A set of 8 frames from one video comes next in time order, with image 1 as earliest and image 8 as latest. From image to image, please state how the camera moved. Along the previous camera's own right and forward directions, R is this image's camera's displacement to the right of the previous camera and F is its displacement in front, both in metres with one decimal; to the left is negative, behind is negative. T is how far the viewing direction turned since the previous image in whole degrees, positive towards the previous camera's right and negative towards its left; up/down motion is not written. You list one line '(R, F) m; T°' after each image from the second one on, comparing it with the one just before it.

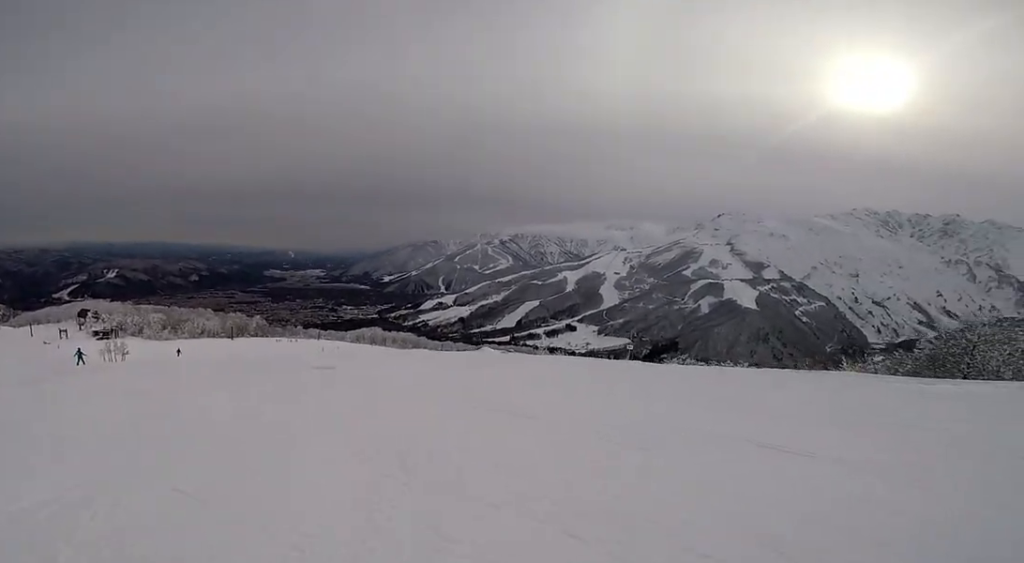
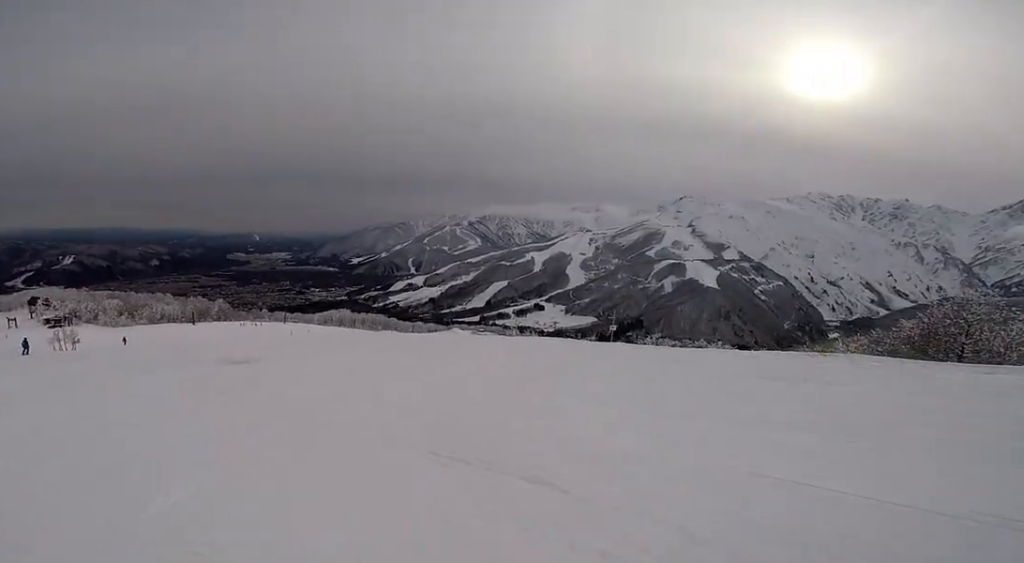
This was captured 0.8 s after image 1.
(+1.0, +4.0) m; +8°
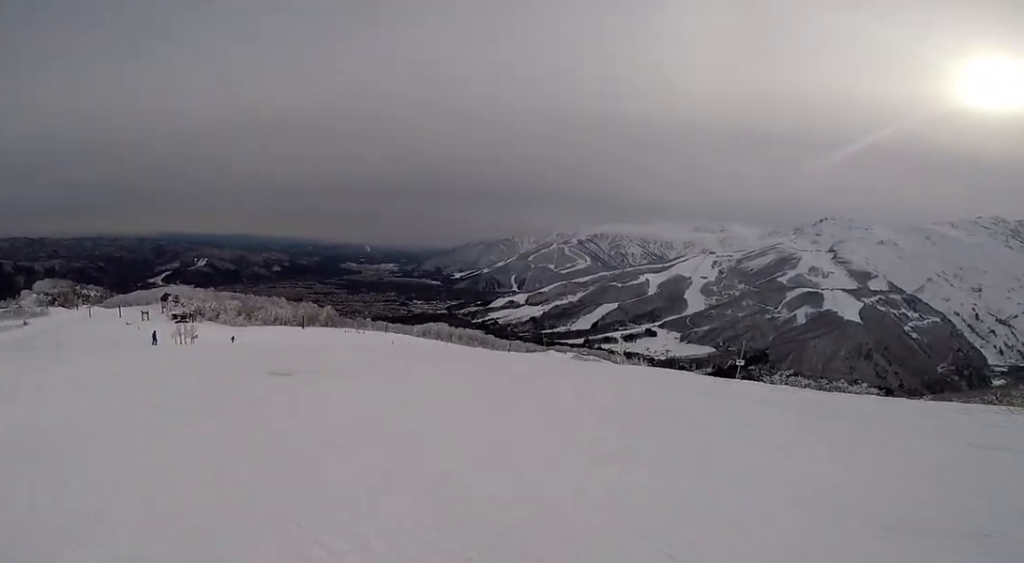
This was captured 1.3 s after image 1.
(-0.2, +2.9) m; -8°
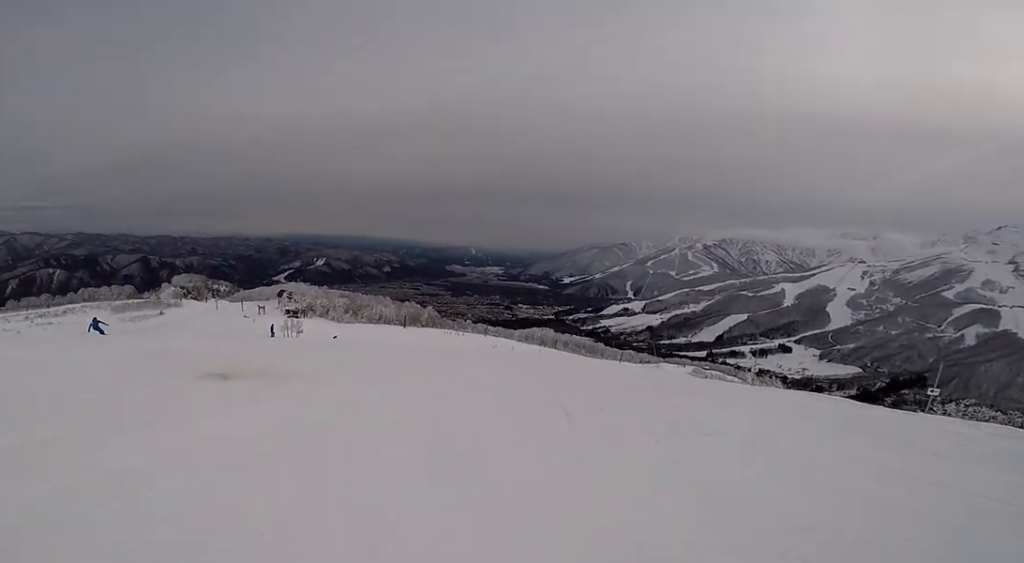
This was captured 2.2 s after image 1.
(-0.5, +4.6) m; -17°
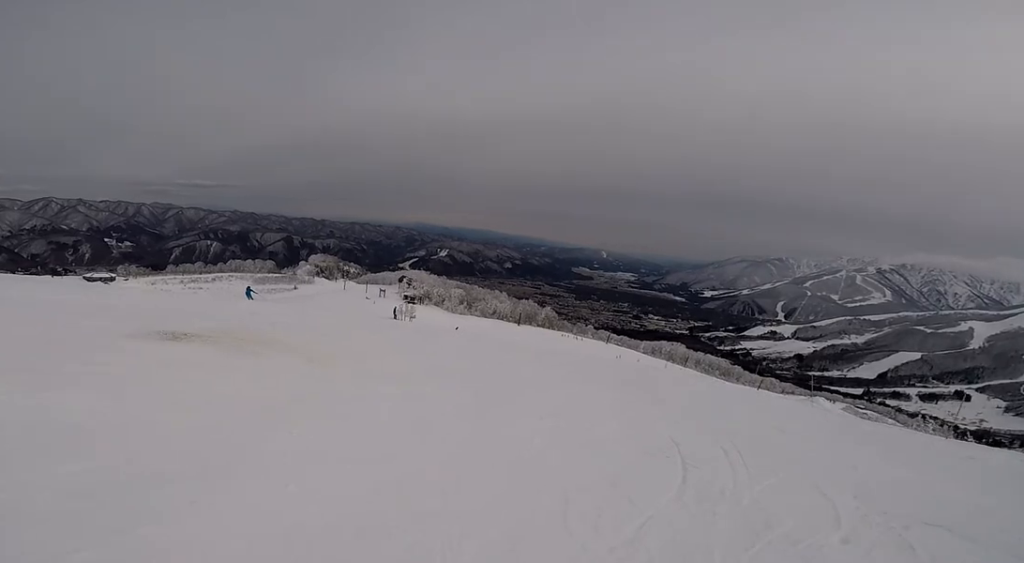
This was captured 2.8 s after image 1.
(0.0, +3.0) m; -14°
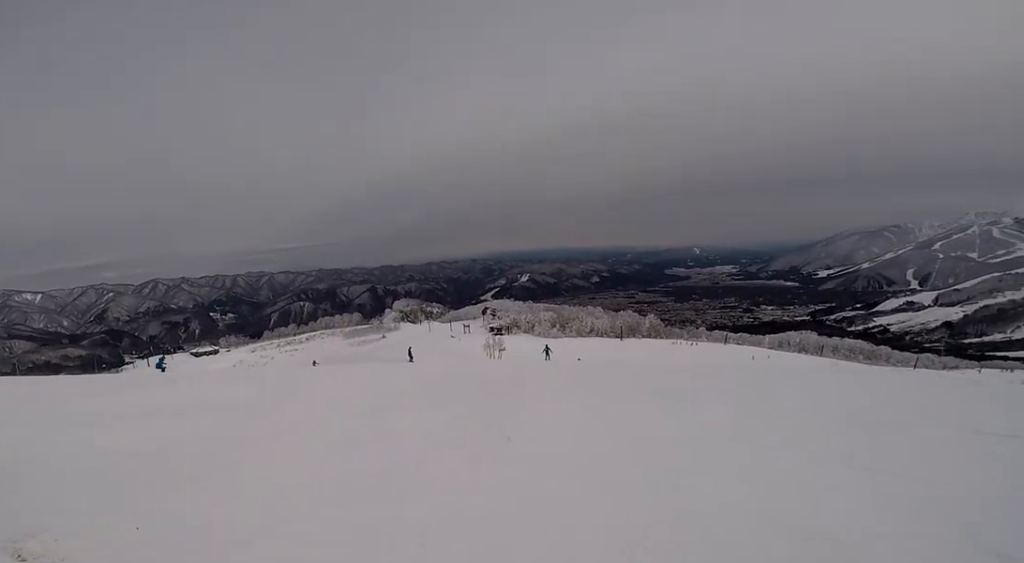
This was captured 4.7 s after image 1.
(-3.3, +8.4) m; -36°
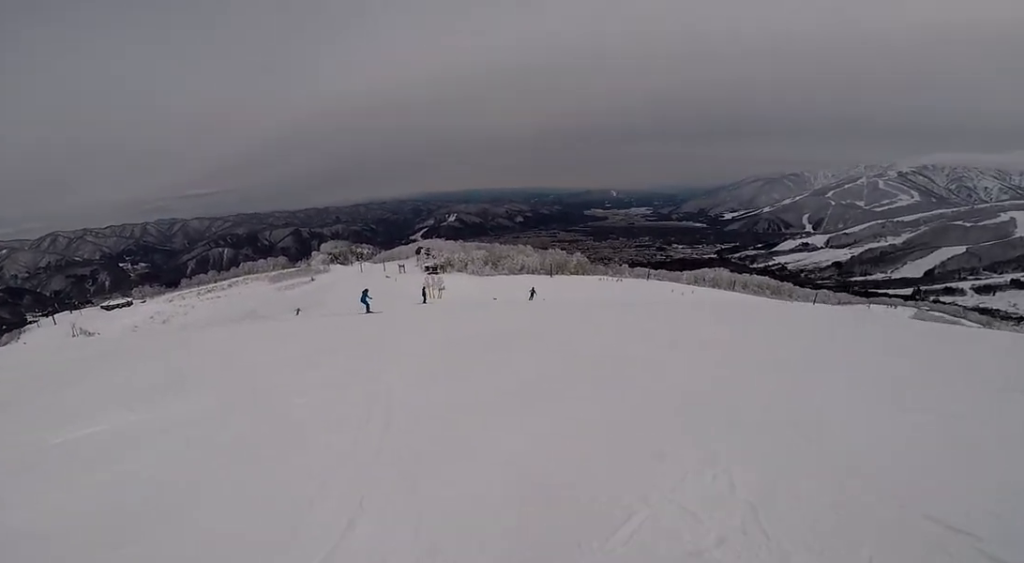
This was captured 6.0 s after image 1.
(-0.6, +5.9) m; +5°
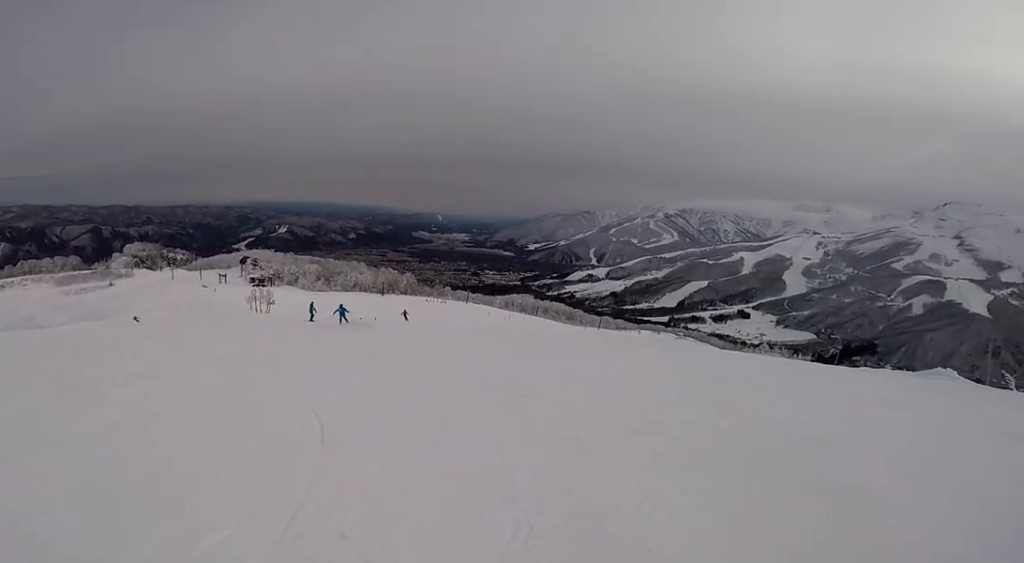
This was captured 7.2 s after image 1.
(+1.3, +4.7) m; +30°
